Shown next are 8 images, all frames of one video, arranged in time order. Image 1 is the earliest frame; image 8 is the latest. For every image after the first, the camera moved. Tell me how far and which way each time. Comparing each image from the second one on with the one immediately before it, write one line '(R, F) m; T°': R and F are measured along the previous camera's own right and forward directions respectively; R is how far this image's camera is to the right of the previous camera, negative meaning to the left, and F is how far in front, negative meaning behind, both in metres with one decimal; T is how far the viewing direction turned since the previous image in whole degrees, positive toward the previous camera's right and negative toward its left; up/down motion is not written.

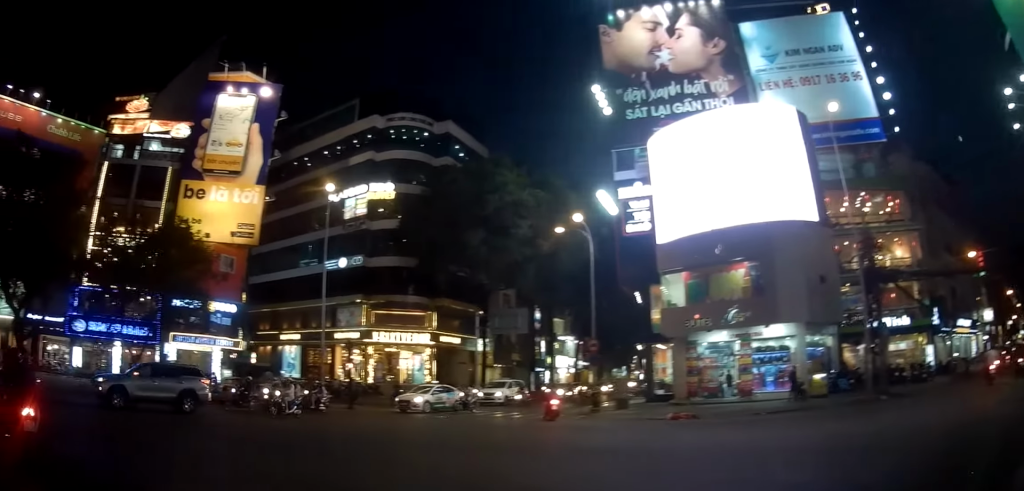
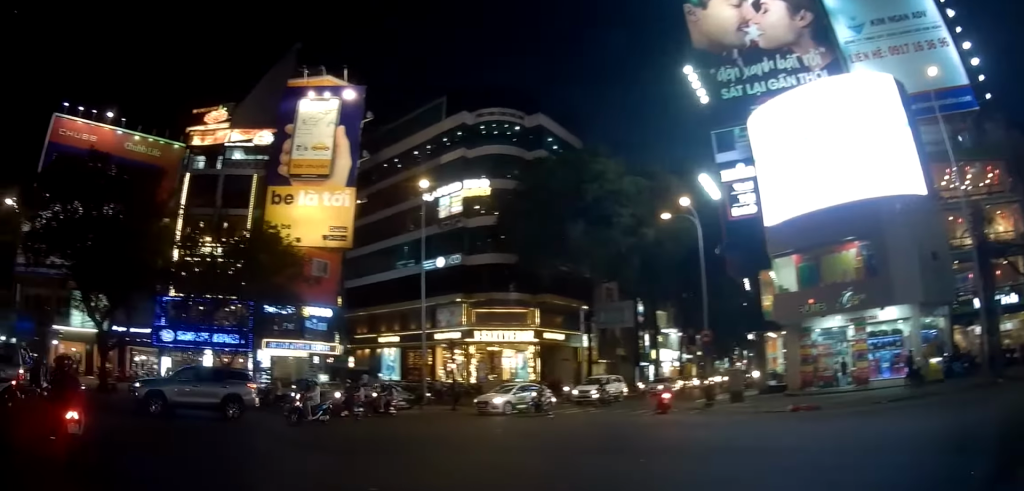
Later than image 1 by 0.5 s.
(0.0, +1.5) m; -9°
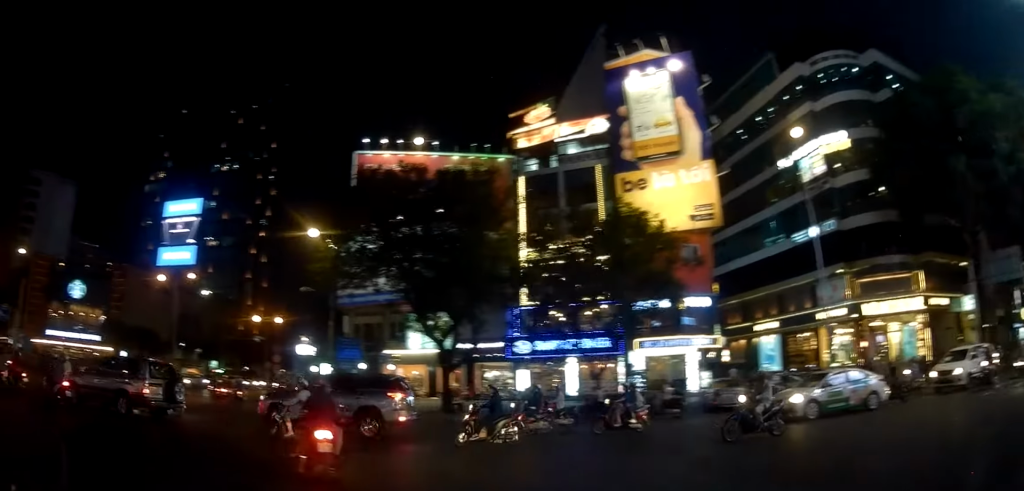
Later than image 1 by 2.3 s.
(-1.7, +5.1) m; -36°
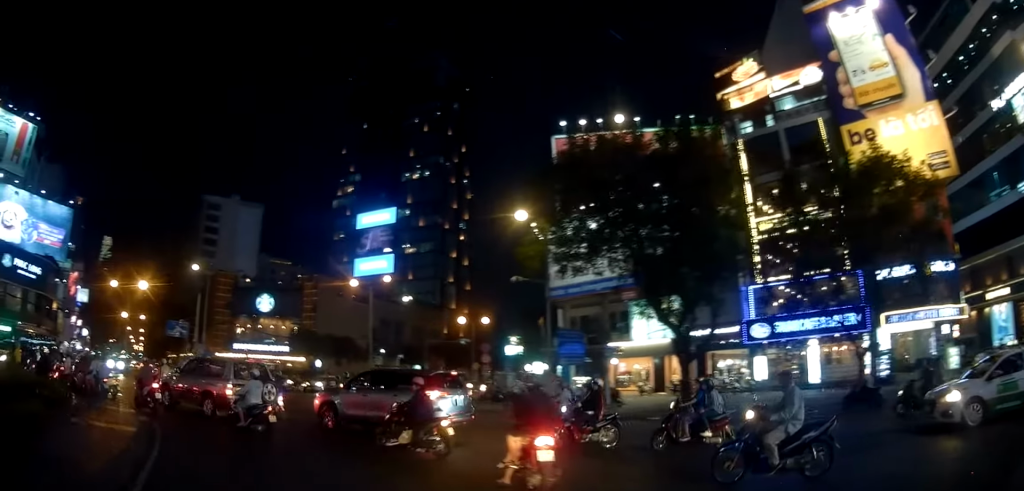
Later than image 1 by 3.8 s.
(-1.1, +4.4) m; -20°
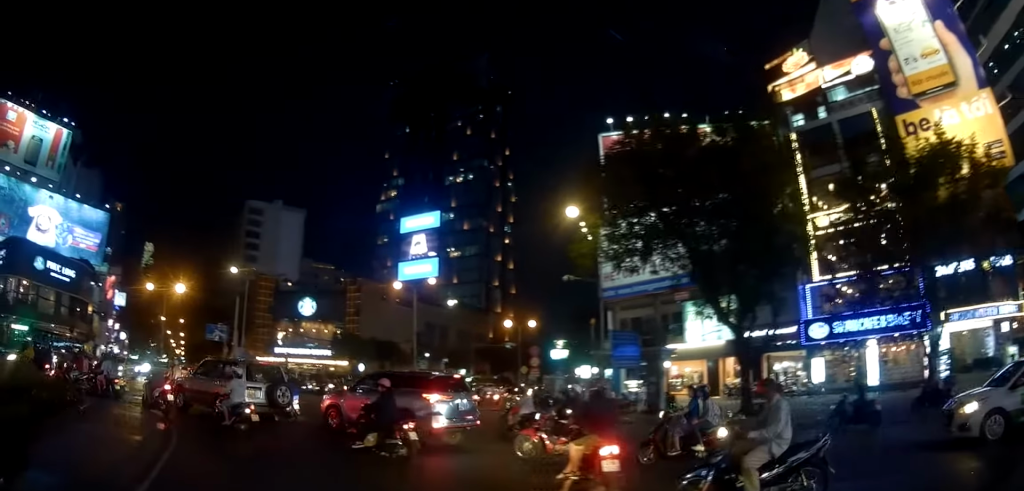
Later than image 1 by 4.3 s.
(0.0, +1.4) m; -3°
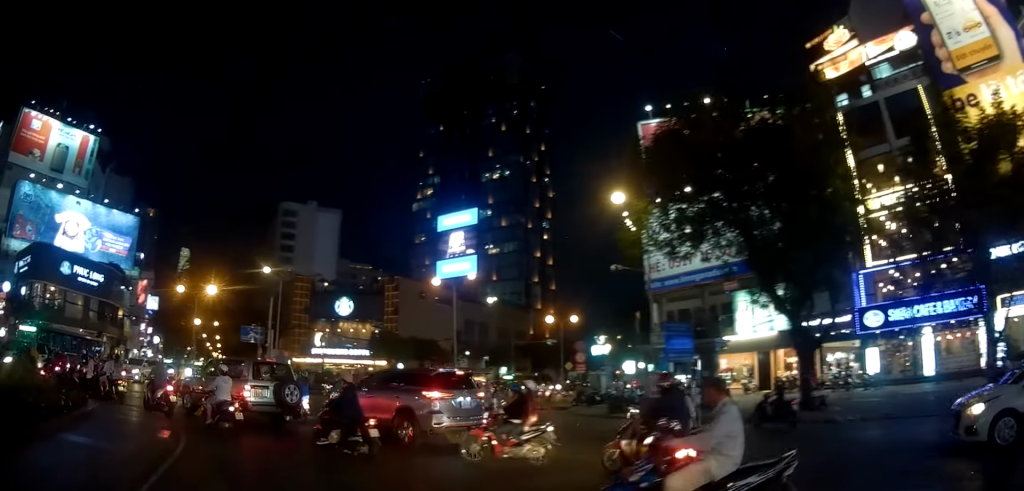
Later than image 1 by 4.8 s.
(+0.1, +1.5) m; -2°
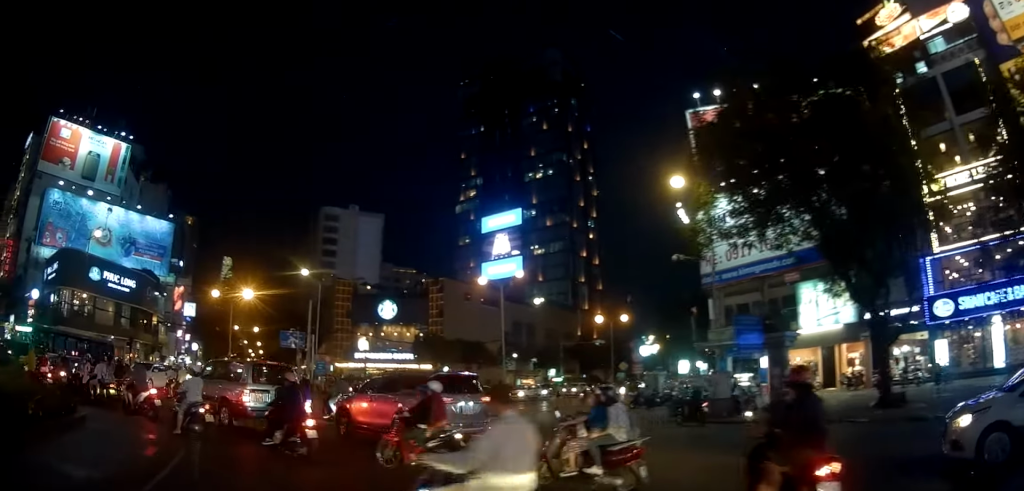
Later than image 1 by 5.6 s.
(-0.3, +2.1) m; -3°
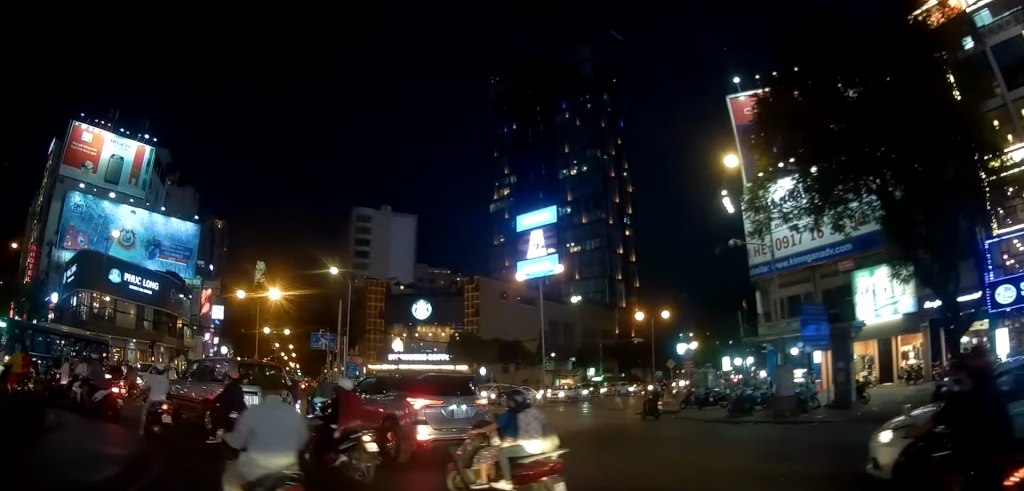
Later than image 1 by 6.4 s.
(0.0, +1.9) m; +2°
